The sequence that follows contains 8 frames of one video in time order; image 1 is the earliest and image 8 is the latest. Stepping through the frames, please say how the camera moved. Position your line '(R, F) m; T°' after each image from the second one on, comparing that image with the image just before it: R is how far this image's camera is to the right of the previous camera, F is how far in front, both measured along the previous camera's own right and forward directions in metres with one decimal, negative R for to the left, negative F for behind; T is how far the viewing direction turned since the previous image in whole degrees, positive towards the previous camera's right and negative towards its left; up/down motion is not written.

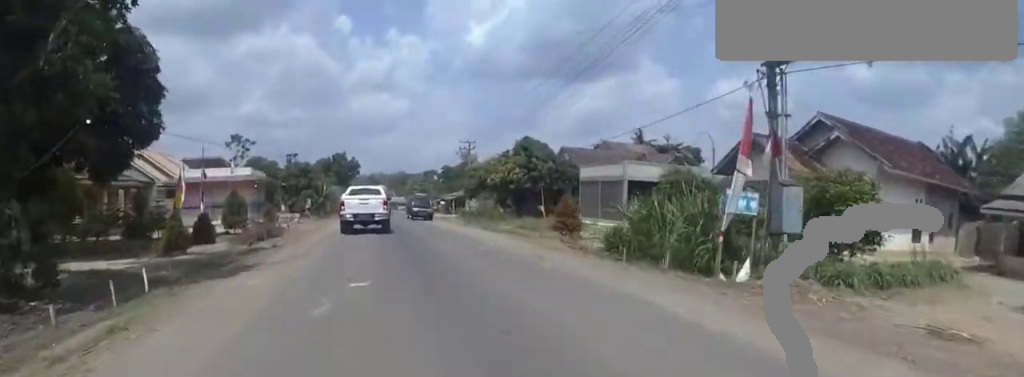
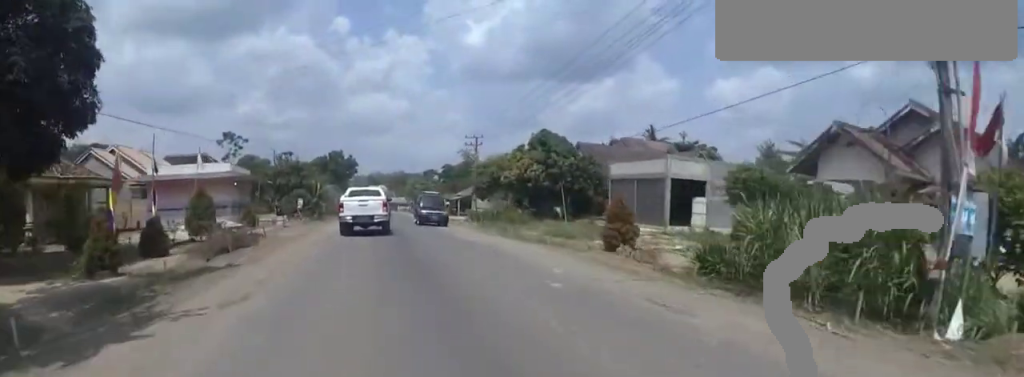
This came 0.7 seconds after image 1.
(0.0, +4.5) m; 0°
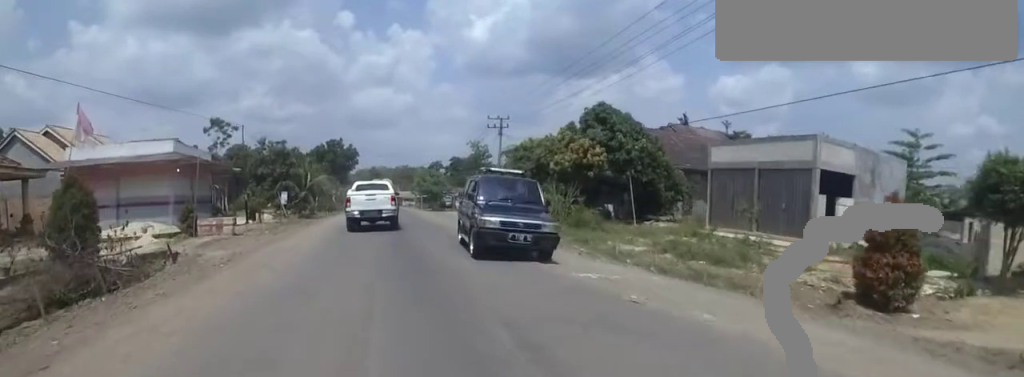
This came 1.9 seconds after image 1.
(0.0, +9.0) m; 0°
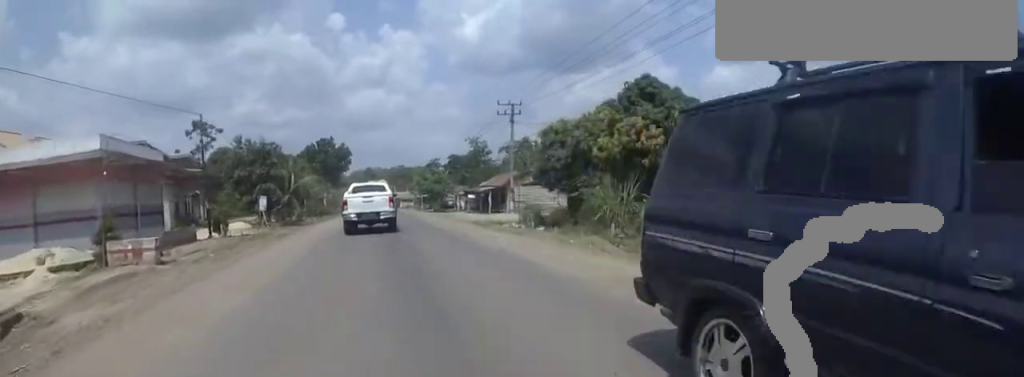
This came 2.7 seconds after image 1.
(0.0, +5.5) m; 0°
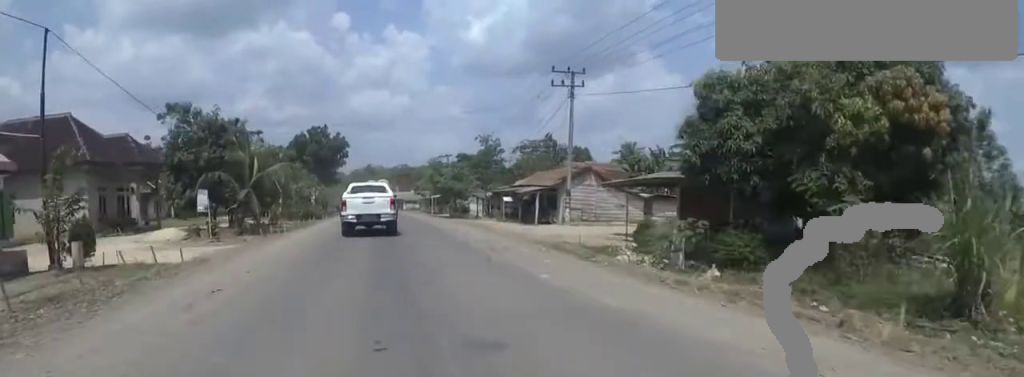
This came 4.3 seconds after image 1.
(0.0, +11.1) m; 0°
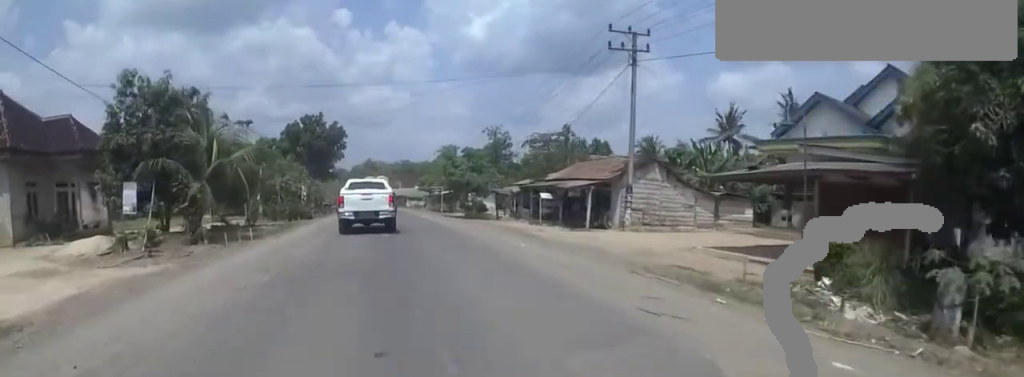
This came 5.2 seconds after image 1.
(0.0, +6.9) m; 0°
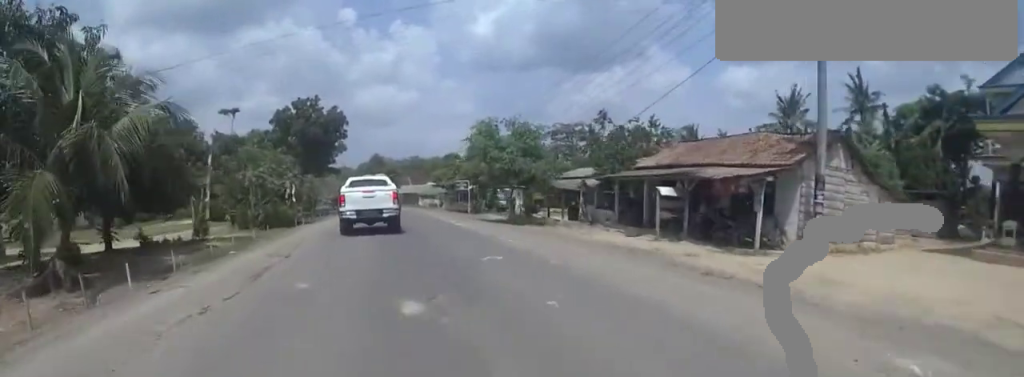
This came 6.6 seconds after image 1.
(0.0, +9.5) m; 0°
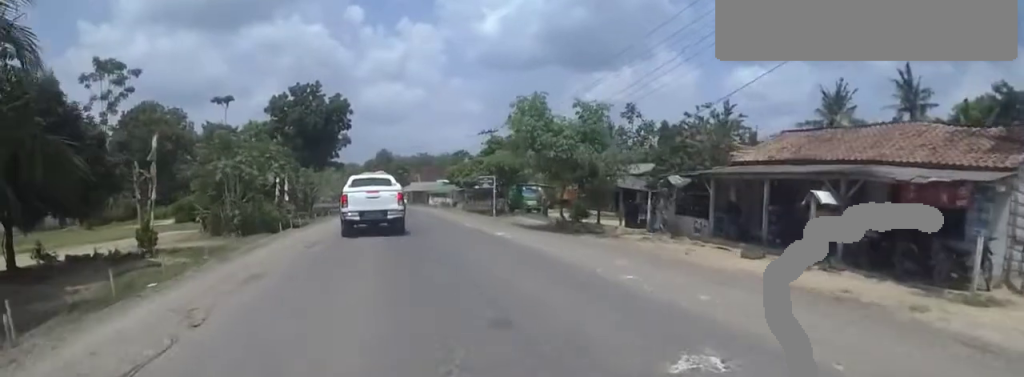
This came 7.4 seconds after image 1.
(0.0, +5.3) m; 0°
